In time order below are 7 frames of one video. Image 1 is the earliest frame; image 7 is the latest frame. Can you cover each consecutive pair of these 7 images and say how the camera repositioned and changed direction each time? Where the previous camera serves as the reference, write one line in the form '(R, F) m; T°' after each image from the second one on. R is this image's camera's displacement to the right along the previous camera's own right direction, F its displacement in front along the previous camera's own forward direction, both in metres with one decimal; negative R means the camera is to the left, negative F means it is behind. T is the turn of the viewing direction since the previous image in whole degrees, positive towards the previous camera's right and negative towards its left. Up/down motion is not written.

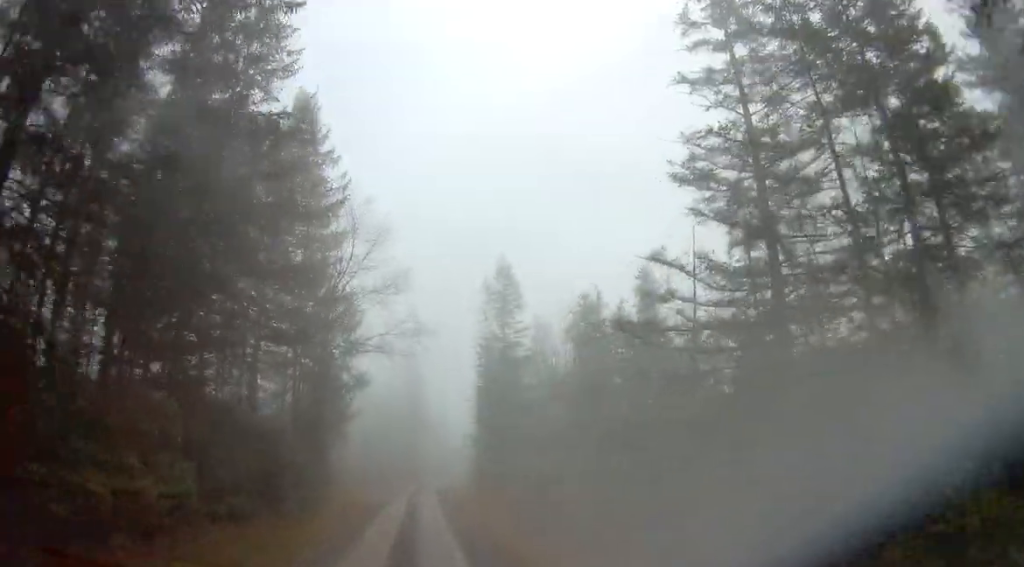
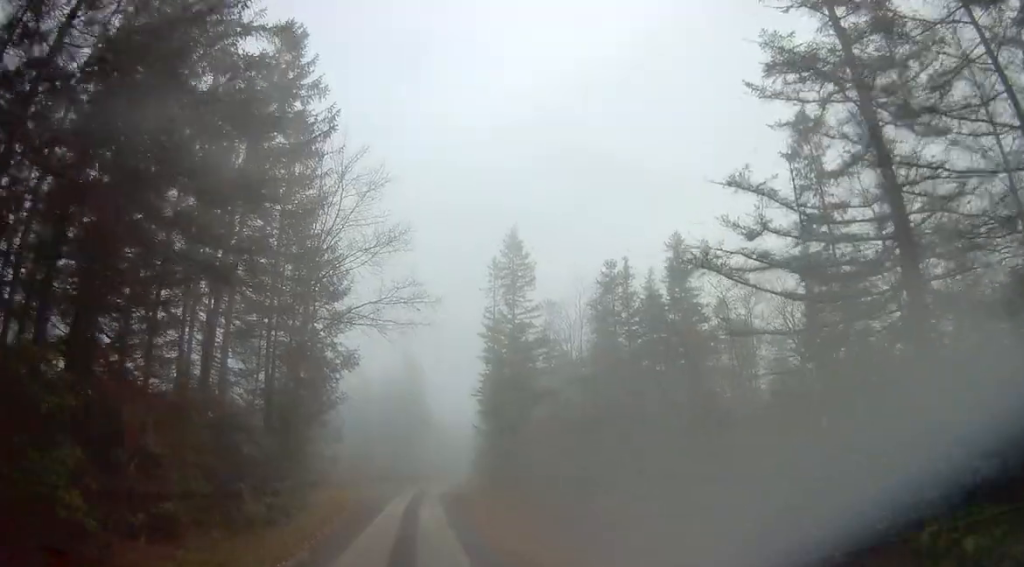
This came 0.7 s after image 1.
(-0.1, +5.1) m; 0°
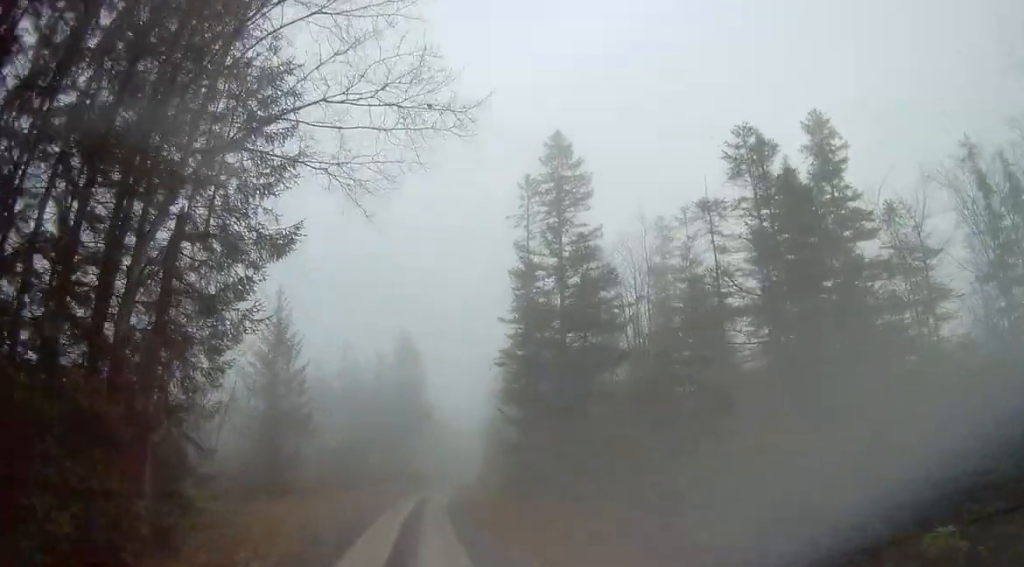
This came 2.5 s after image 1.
(+0.3, +13.4) m; +1°
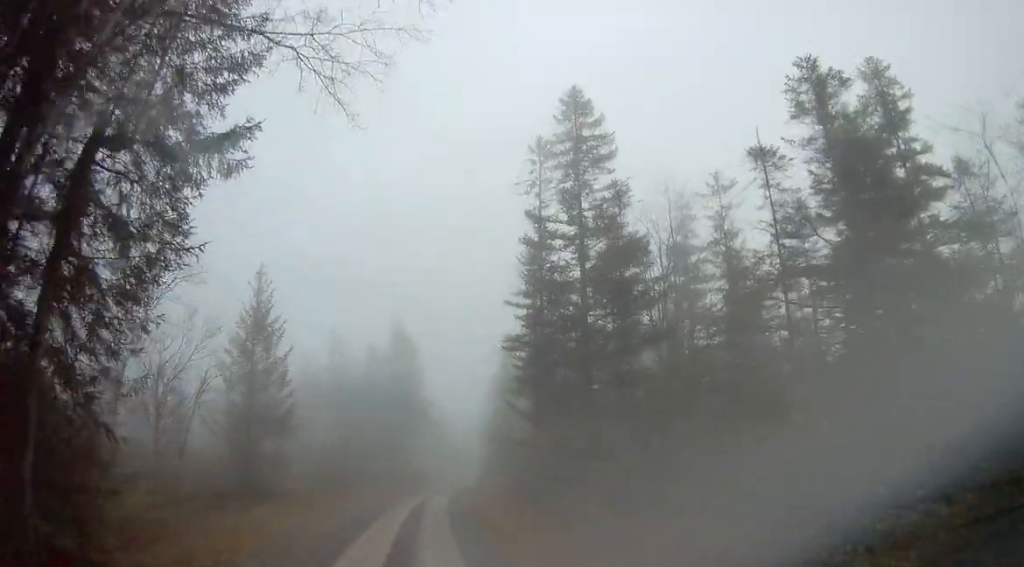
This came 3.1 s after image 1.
(-0.1, +3.9) m; 0°
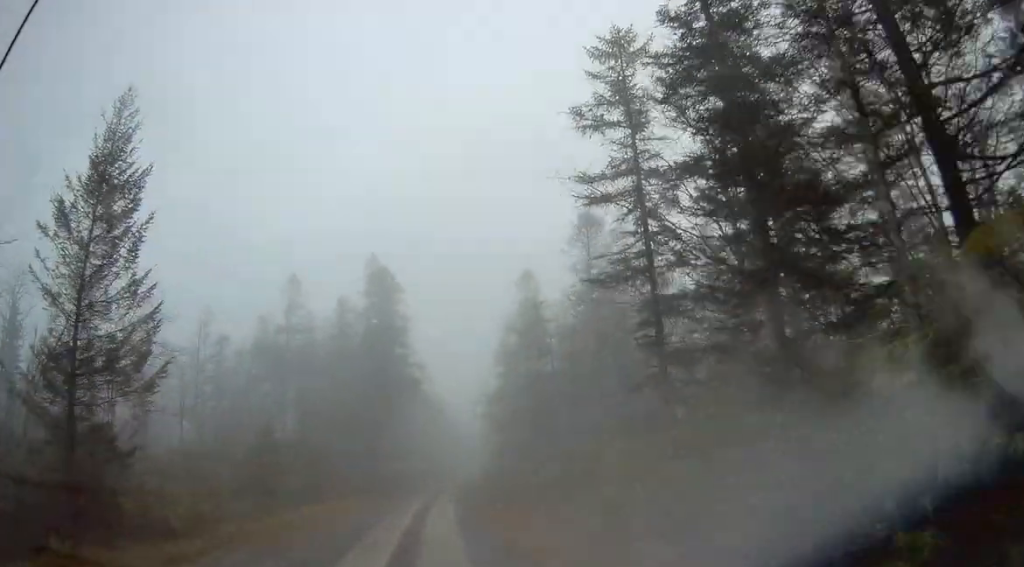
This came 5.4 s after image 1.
(-0.1, +16.8) m; -1°
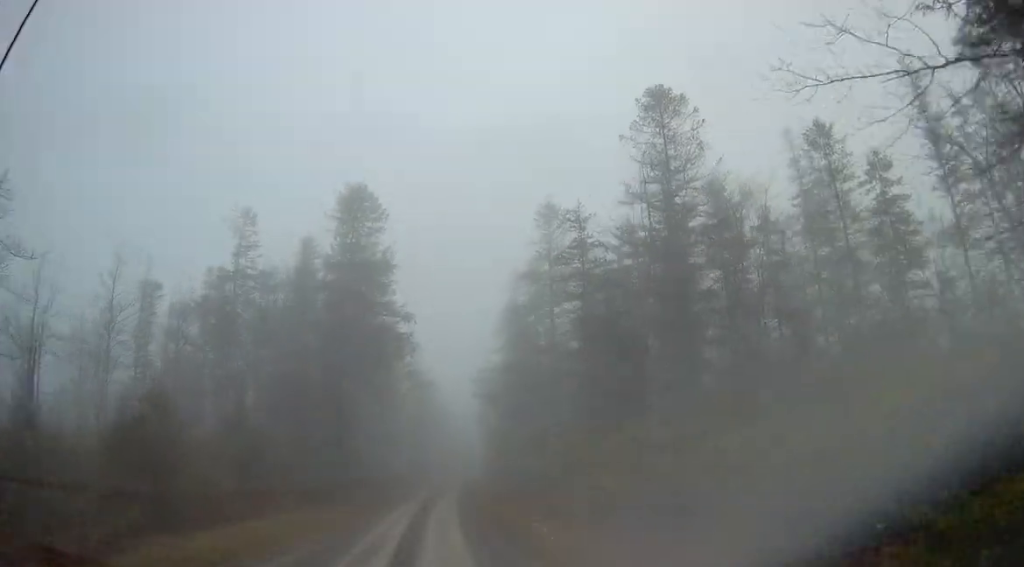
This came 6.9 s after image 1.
(+0.1, +11.4) m; +2°
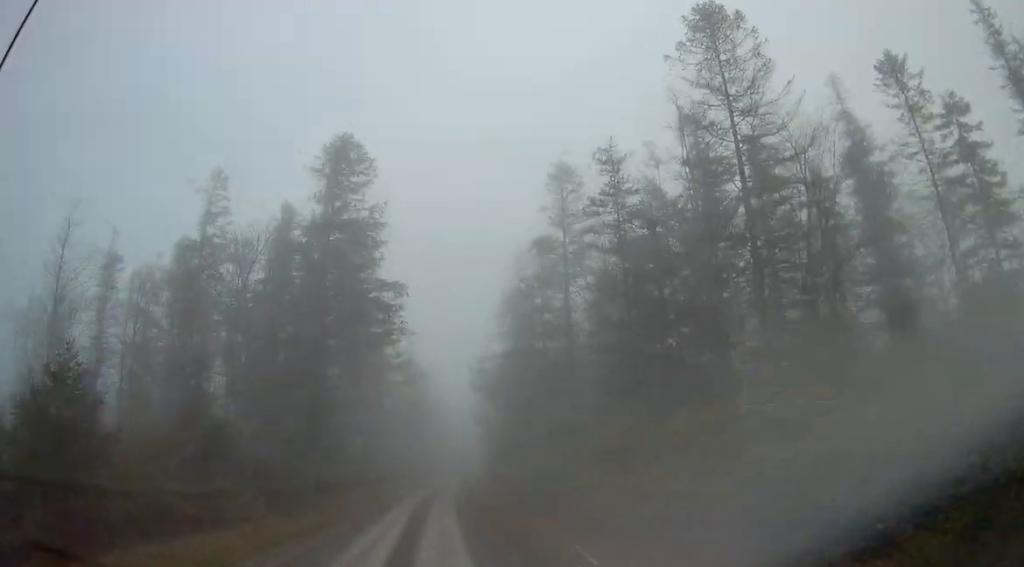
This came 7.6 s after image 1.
(0.0, +4.9) m; +2°
